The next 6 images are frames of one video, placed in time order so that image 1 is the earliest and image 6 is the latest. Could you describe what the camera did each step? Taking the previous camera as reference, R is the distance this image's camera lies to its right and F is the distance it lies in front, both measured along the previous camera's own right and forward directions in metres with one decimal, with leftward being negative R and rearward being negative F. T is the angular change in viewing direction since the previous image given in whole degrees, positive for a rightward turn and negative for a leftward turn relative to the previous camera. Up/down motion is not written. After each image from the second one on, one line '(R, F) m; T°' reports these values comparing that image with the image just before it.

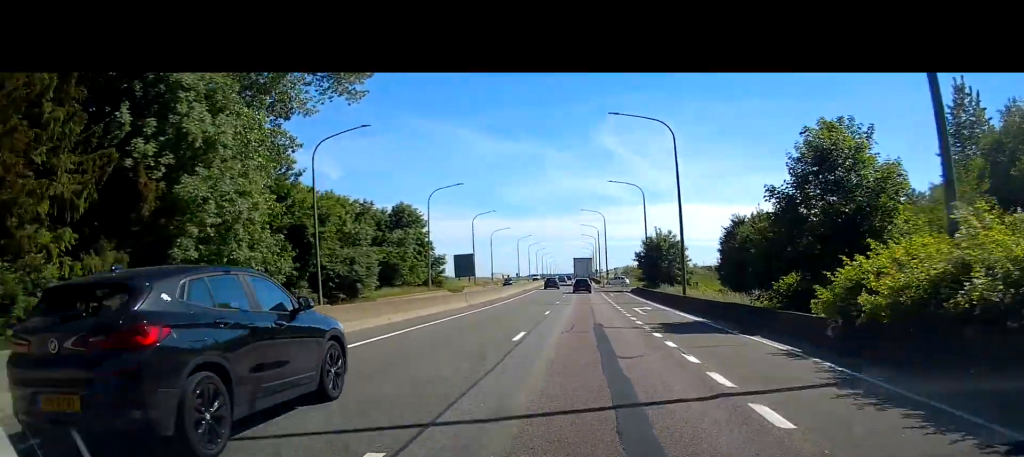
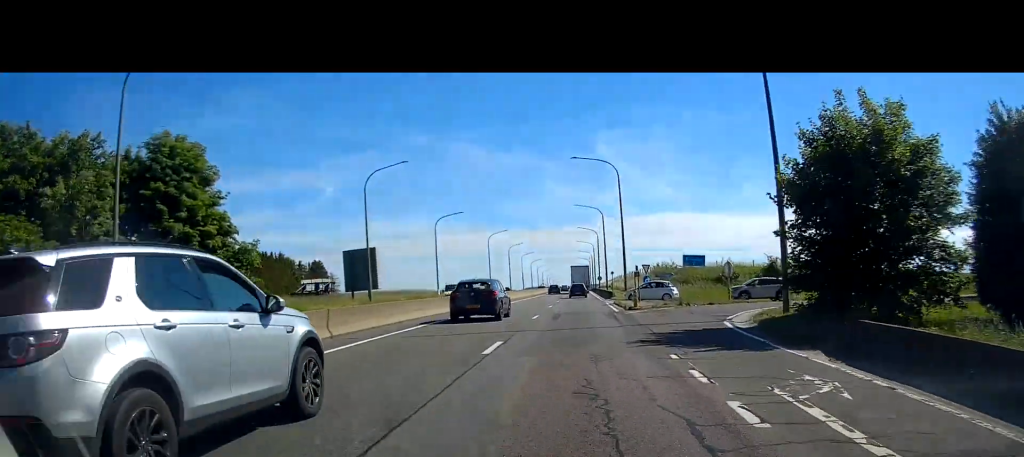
(+0.3, +53.6) m; 0°
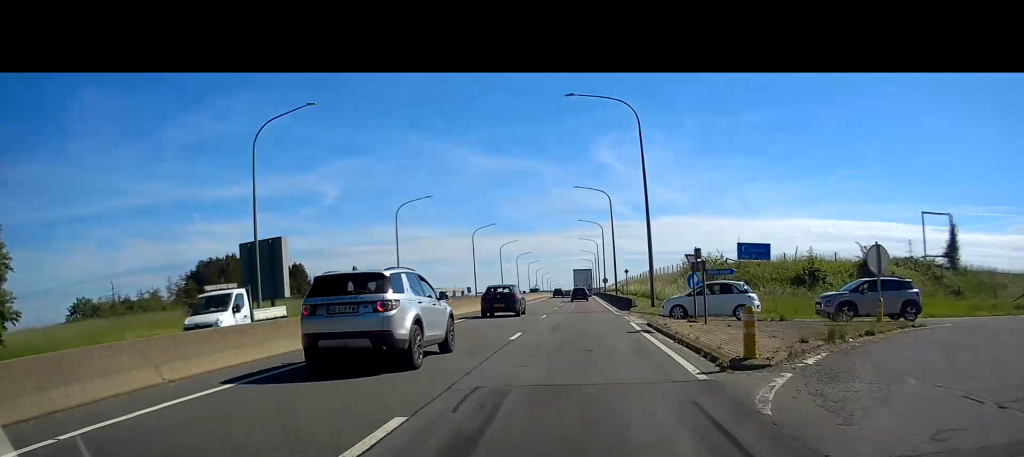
(-0.2, +20.7) m; 0°
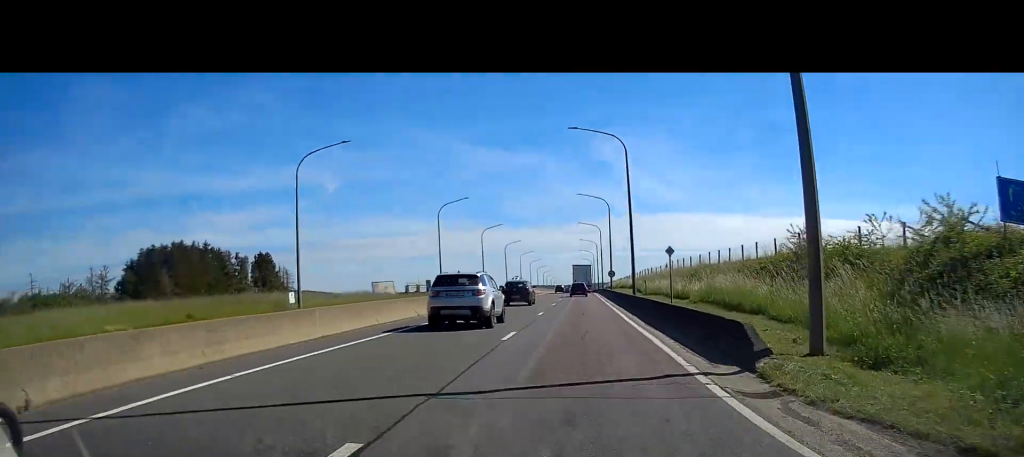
(+0.3, +26.3) m; +1°
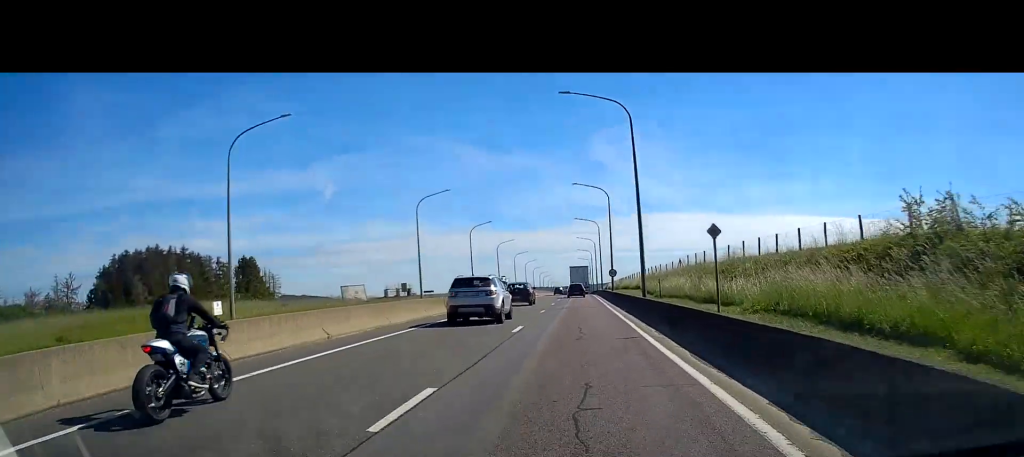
(0.0, +9.4) m; 0°
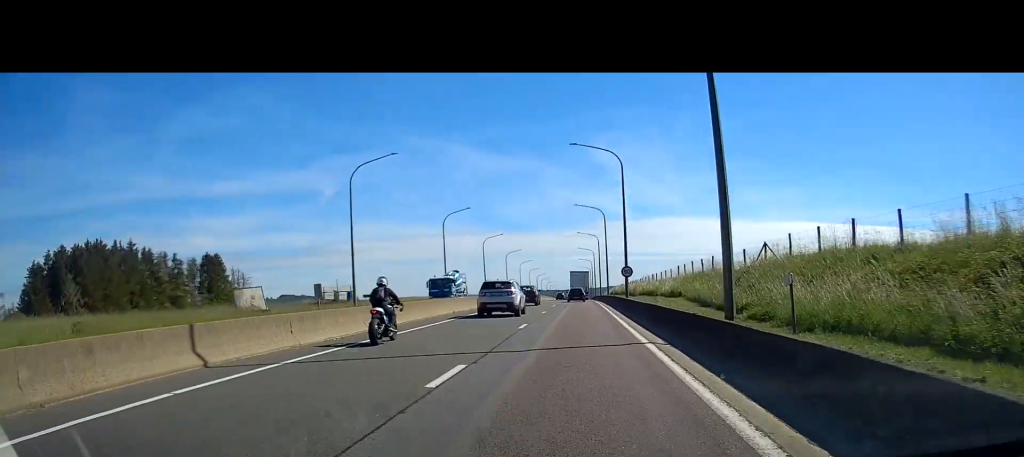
(-0.1, +22.4) m; -1°
